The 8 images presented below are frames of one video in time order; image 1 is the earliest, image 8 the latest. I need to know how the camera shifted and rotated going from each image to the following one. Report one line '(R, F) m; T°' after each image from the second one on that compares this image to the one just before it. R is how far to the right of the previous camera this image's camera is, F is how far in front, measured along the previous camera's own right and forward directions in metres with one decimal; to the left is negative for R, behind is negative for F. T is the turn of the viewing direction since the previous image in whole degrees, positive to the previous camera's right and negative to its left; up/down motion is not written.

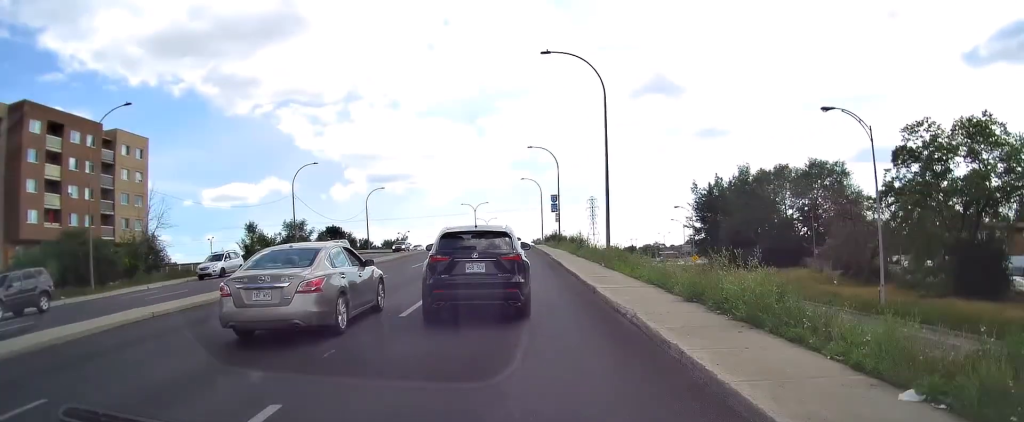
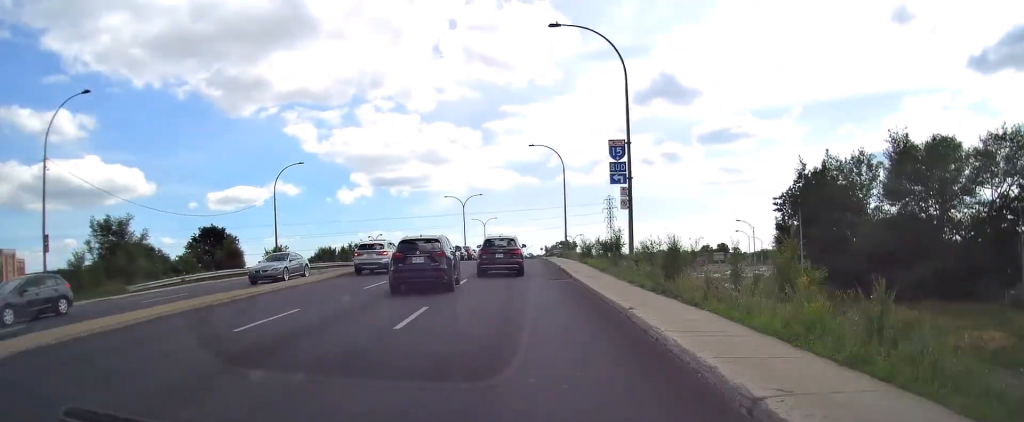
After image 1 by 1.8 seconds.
(+0.8, +38.6) m; +1°
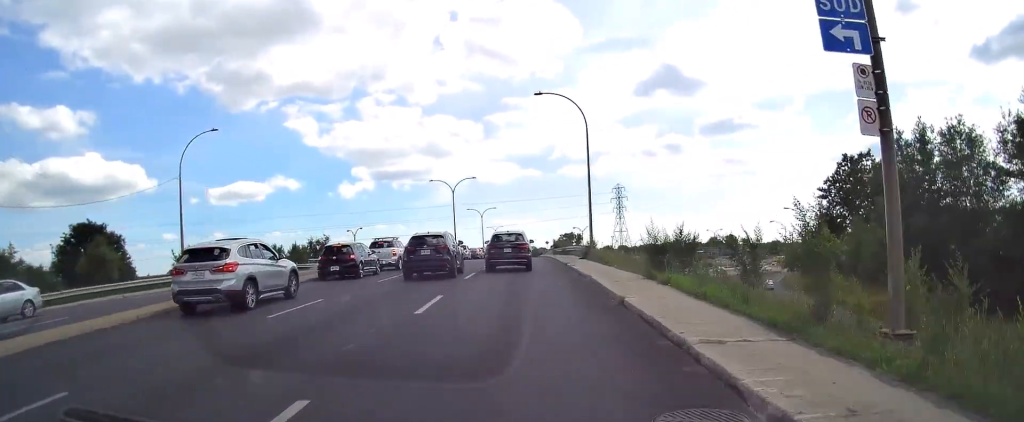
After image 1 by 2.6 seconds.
(-0.1, +17.6) m; 0°
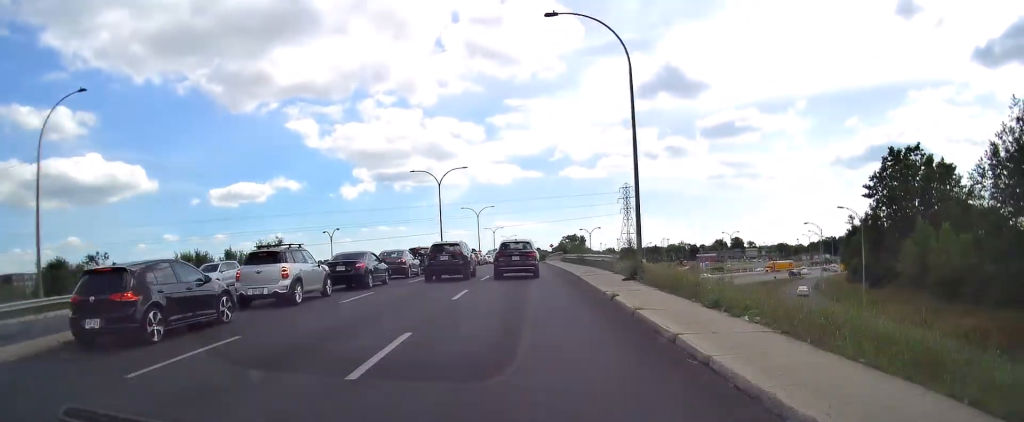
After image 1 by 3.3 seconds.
(0.0, +14.5) m; 0°
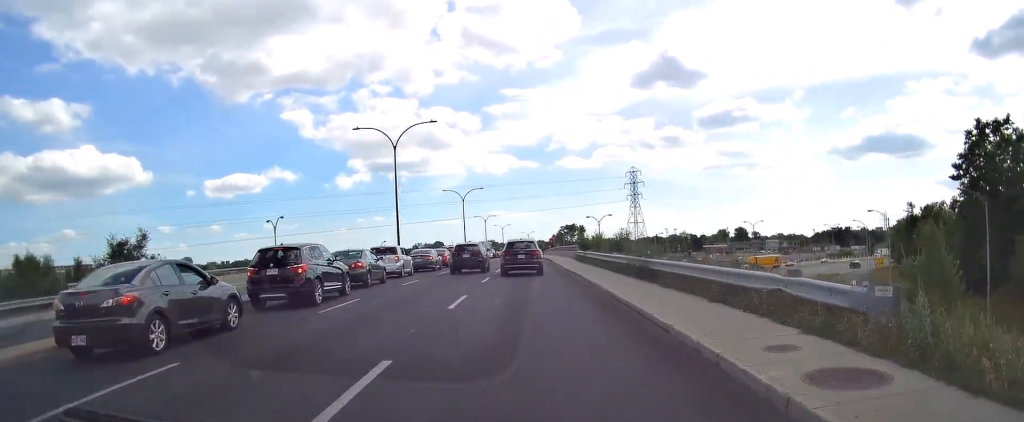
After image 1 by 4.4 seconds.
(0.0, +21.6) m; 0°
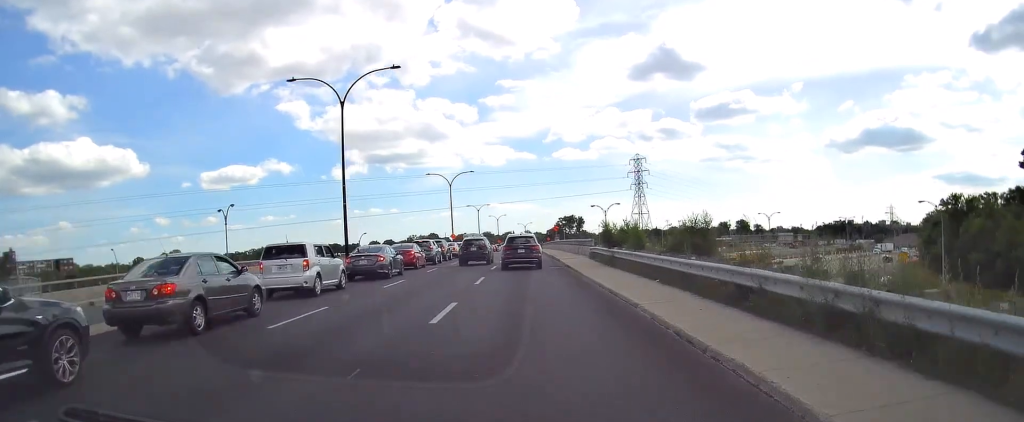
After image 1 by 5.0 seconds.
(0.0, +12.6) m; 0°
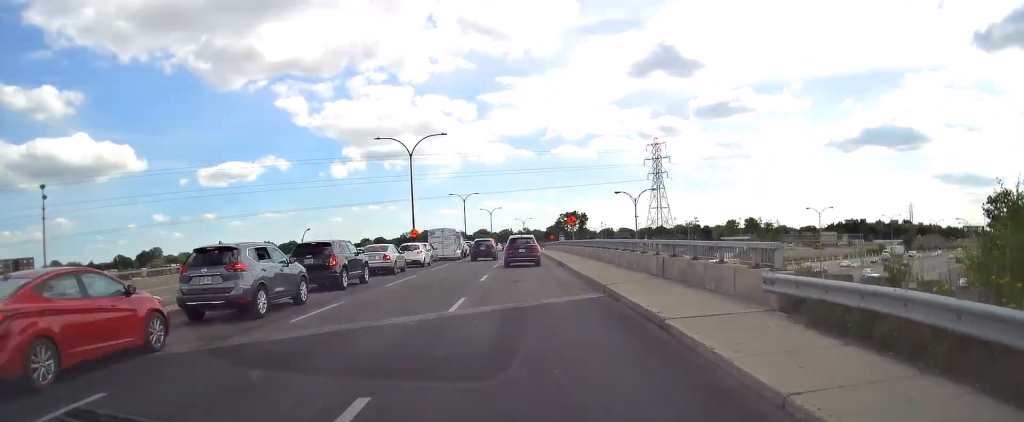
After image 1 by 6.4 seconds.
(-0.2, +27.0) m; +1°
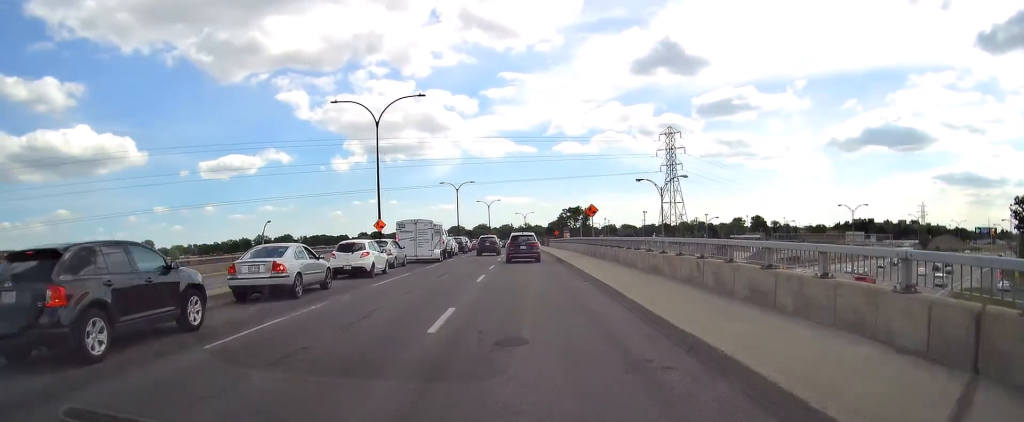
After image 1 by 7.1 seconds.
(-0.1, +12.6) m; +2°
